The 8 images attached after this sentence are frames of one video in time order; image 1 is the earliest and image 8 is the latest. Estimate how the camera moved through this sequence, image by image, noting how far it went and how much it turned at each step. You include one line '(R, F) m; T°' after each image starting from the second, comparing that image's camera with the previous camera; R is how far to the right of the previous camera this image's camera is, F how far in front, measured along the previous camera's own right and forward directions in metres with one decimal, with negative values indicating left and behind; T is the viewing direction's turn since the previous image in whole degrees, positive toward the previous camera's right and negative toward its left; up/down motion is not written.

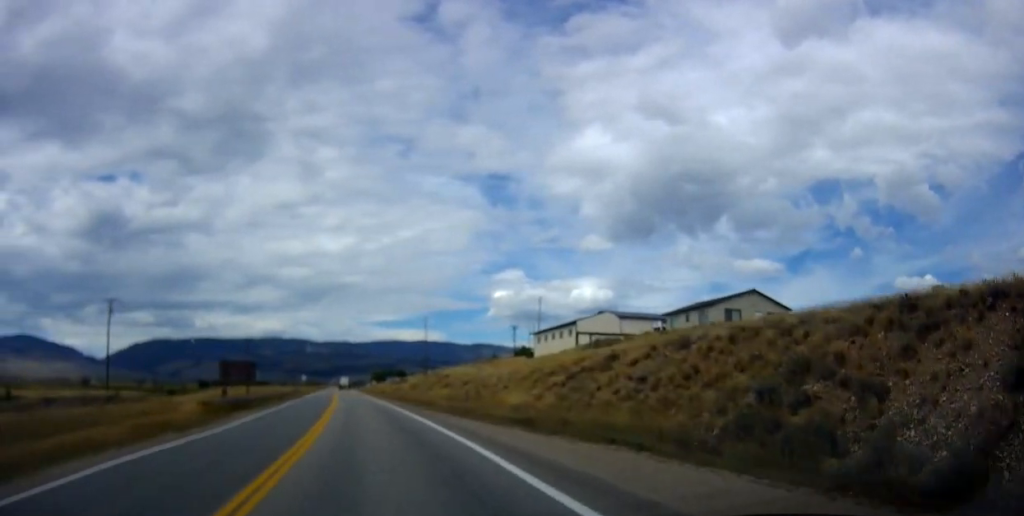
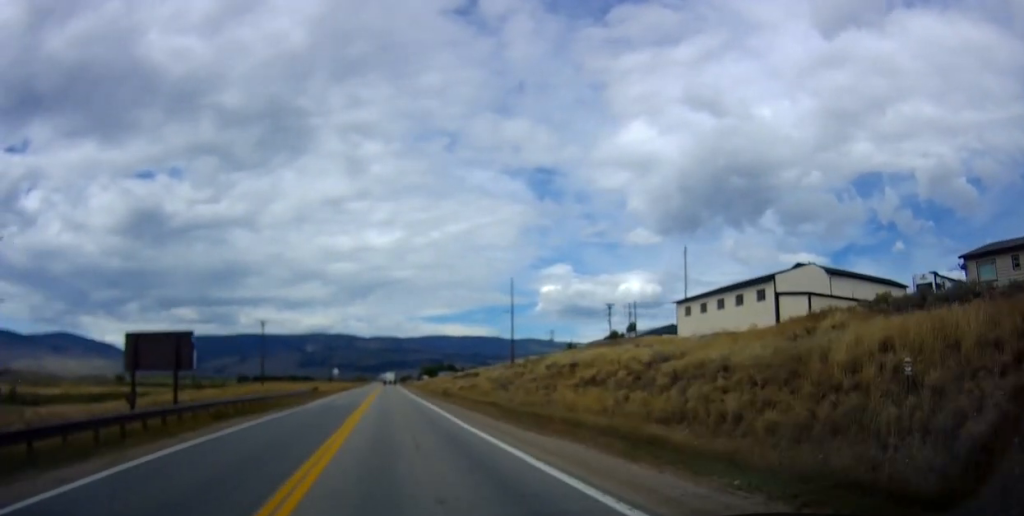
(-3.4, +36.4) m; -6°
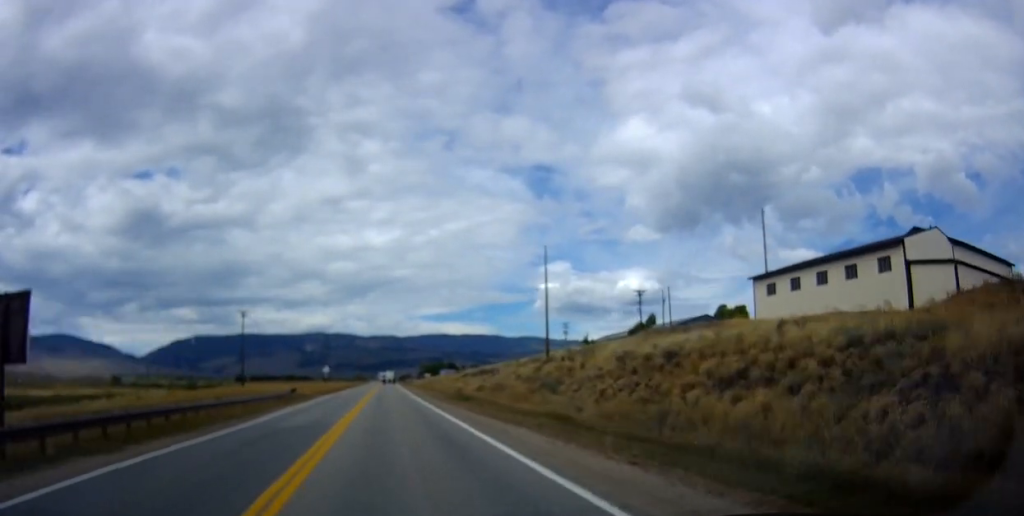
(+0.3, +16.0) m; 0°
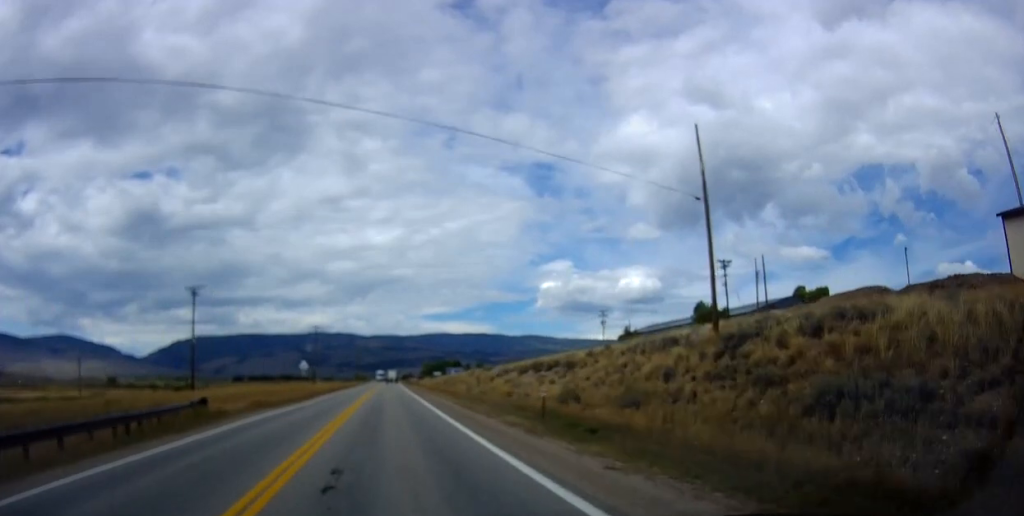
(-0.5, +28.6) m; -1°
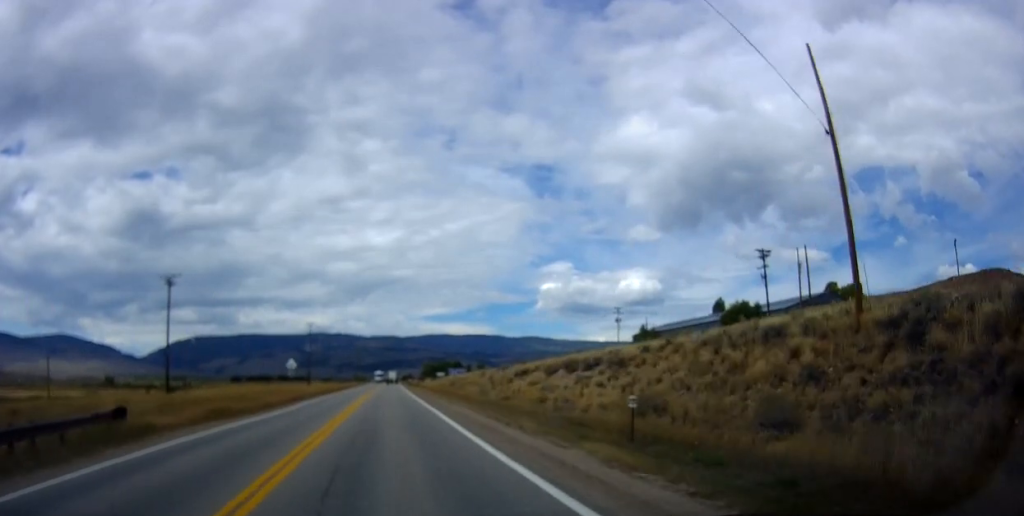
(0.0, +9.8) m; +1°
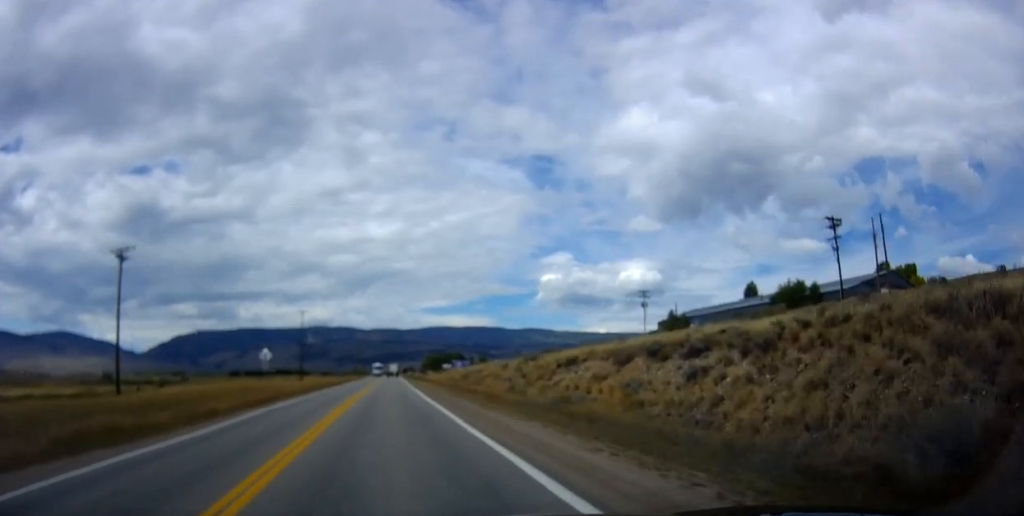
(0.0, +13.9) m; +1°
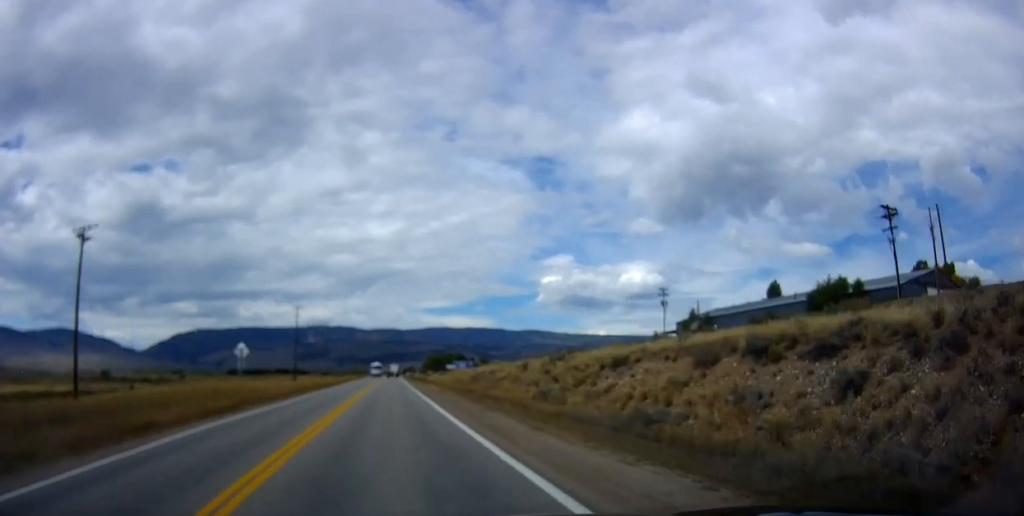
(+0.2, +9.0) m; 0°
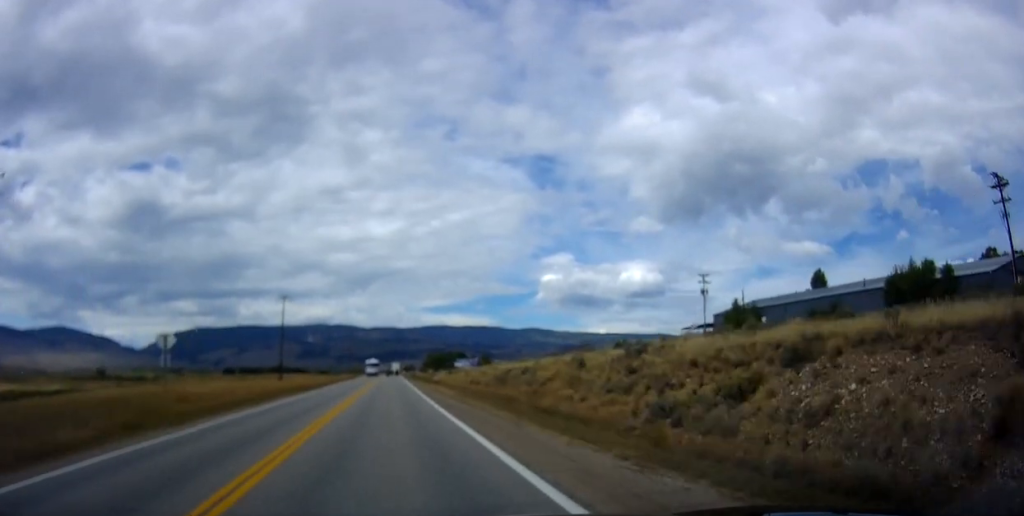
(0.0, +15.5) m; 0°
